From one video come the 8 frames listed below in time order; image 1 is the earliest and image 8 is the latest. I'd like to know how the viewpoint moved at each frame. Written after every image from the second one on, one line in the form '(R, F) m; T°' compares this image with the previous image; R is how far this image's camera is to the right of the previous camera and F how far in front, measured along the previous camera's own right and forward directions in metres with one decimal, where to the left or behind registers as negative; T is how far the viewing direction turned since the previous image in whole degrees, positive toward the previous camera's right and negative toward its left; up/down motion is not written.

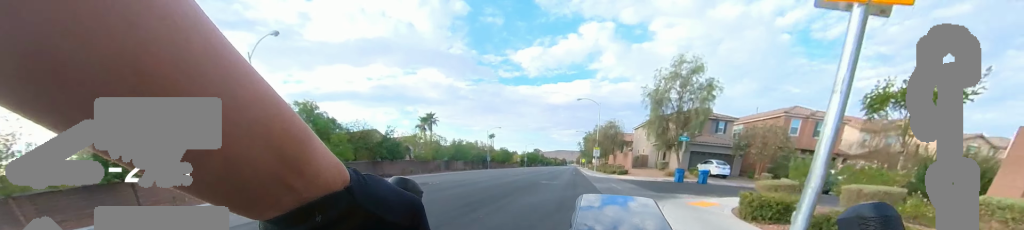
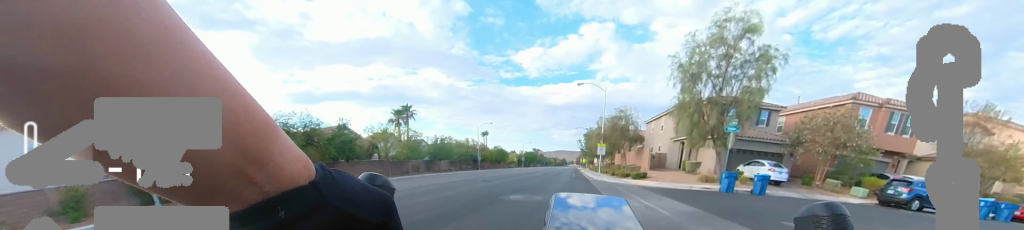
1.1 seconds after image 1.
(0.0, +8.2) m; 0°
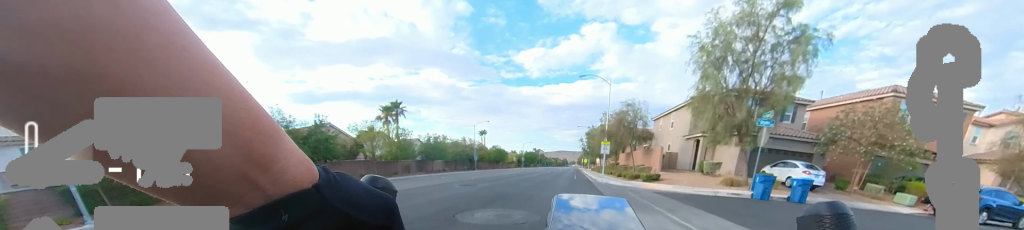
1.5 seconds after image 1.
(0.0, +3.5) m; 0°
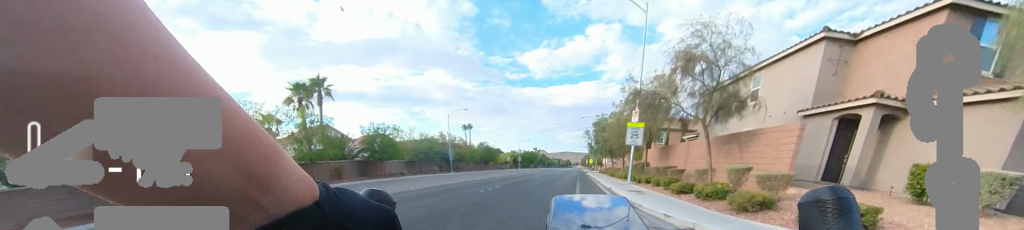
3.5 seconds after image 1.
(0.0, +15.8) m; 0°
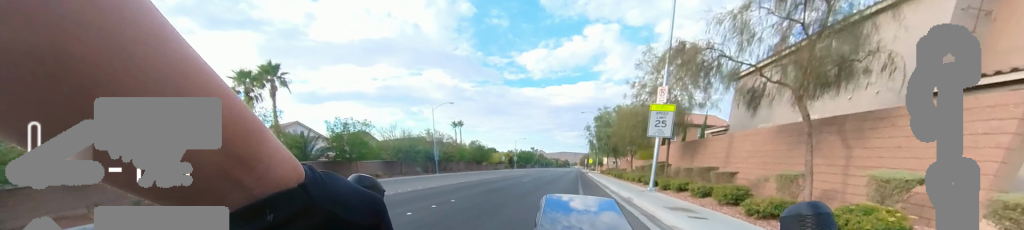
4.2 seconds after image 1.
(0.0, +5.4) m; 0°
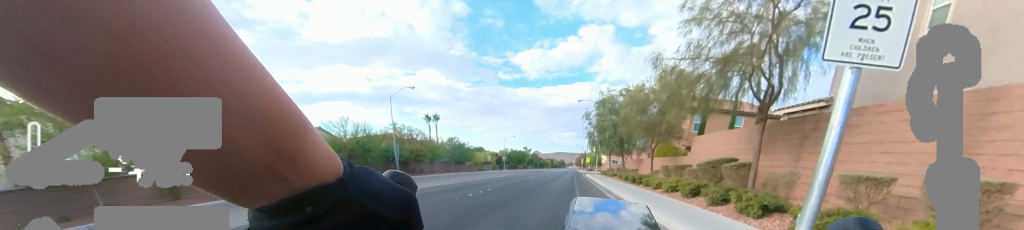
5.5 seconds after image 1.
(0.0, +9.5) m; 0°
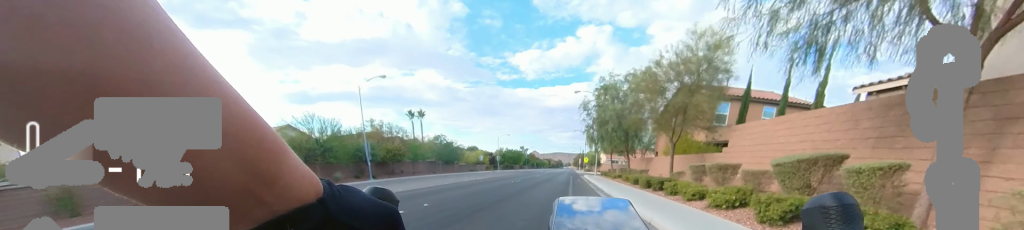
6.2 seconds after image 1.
(0.0, +5.0) m; 0°
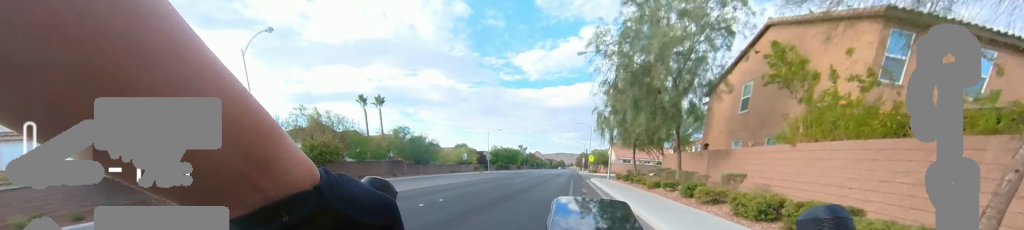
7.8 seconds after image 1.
(0.0, +11.7) m; +1°
